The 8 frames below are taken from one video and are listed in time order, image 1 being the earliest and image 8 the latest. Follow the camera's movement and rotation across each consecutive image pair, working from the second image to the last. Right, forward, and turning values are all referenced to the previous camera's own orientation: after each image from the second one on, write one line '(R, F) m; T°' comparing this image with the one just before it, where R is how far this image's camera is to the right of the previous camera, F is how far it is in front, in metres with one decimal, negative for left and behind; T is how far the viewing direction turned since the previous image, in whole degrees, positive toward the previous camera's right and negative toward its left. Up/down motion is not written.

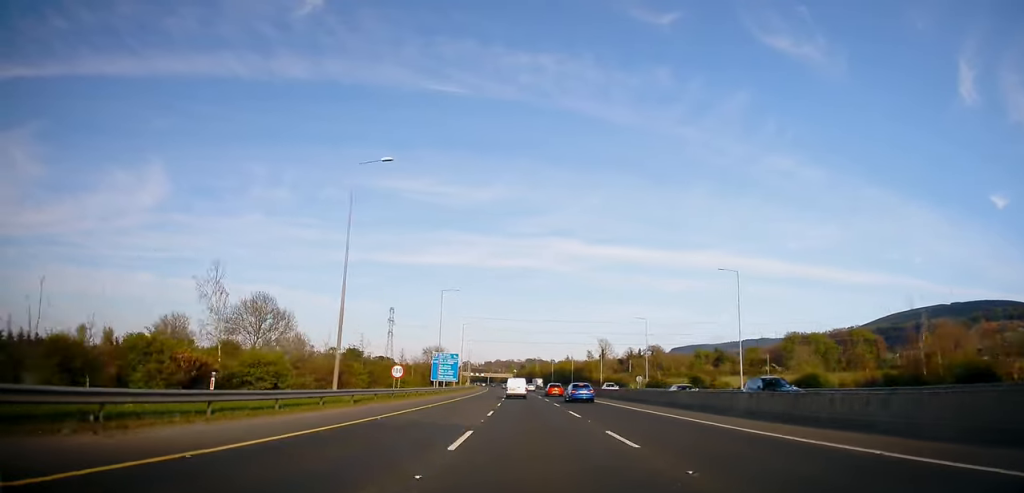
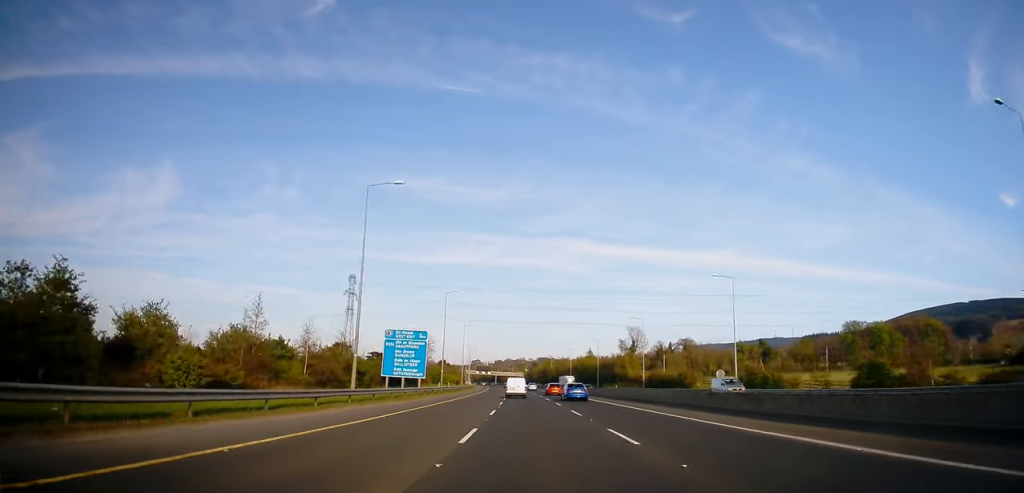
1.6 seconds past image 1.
(-0.7, +45.8) m; -2°
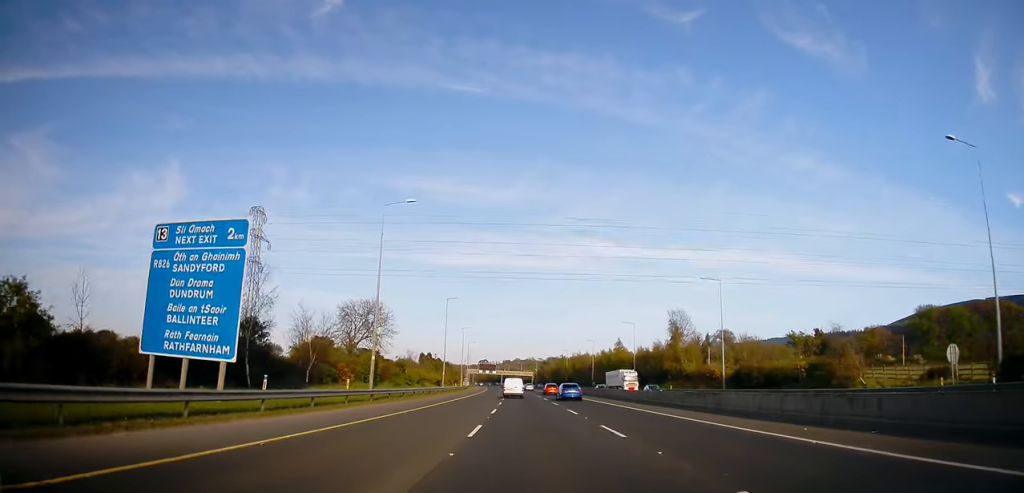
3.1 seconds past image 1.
(-0.7, +46.1) m; -1°
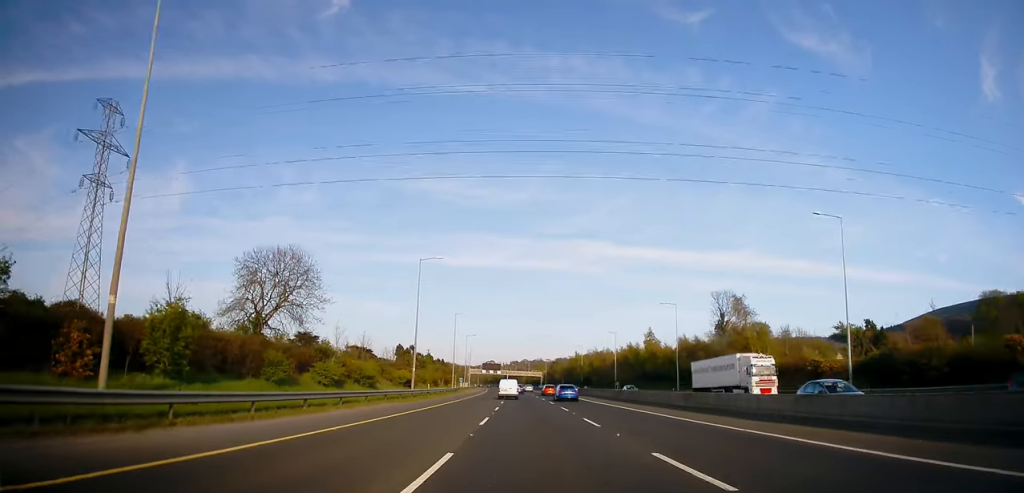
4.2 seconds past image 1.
(+0.2, +31.3) m; 0°
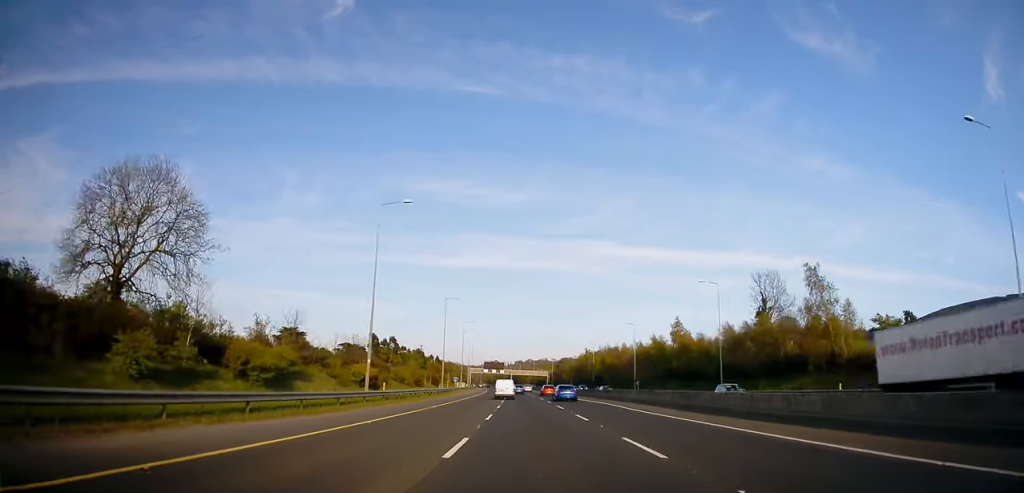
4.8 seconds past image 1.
(-0.1, +19.5) m; 0°
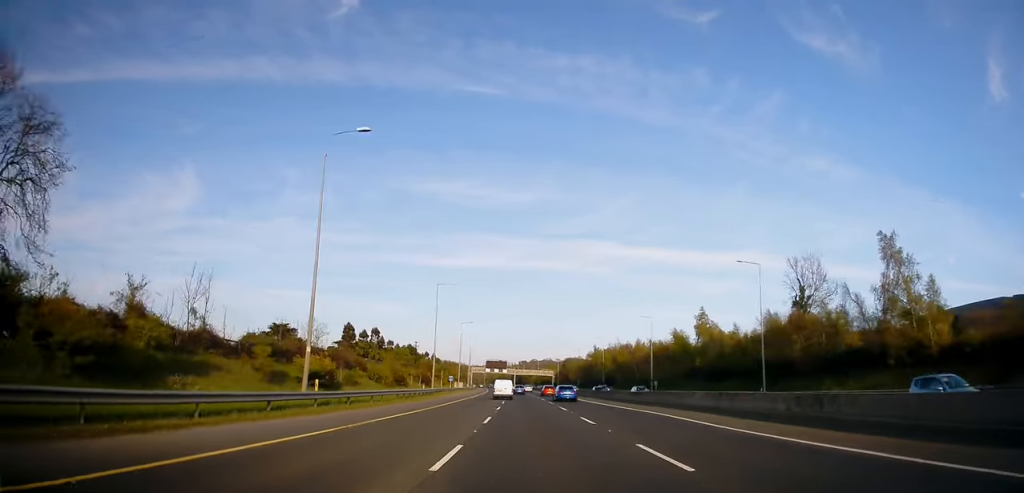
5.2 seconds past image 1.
(-0.2, +13.5) m; 0°
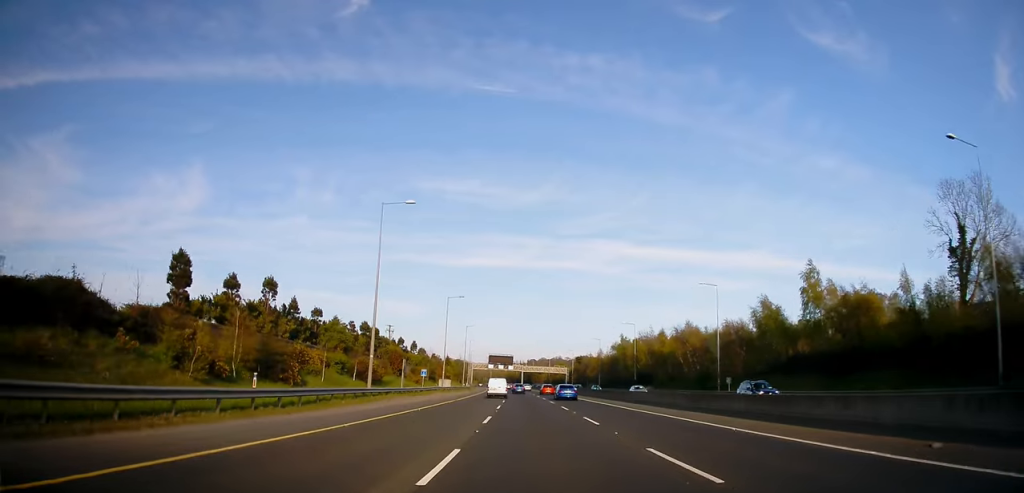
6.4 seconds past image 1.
(-0.1, +36.0) m; -1°
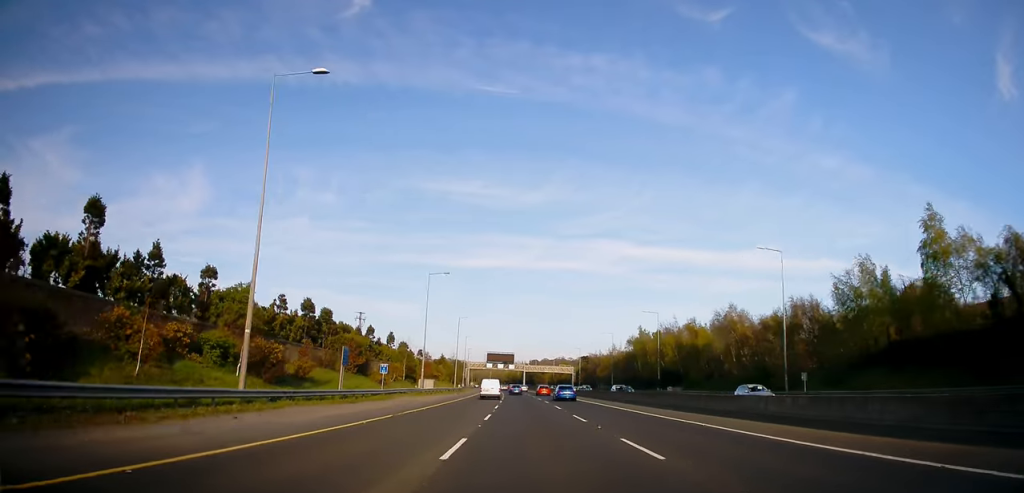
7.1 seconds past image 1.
(-0.4, +21.4) m; 0°
